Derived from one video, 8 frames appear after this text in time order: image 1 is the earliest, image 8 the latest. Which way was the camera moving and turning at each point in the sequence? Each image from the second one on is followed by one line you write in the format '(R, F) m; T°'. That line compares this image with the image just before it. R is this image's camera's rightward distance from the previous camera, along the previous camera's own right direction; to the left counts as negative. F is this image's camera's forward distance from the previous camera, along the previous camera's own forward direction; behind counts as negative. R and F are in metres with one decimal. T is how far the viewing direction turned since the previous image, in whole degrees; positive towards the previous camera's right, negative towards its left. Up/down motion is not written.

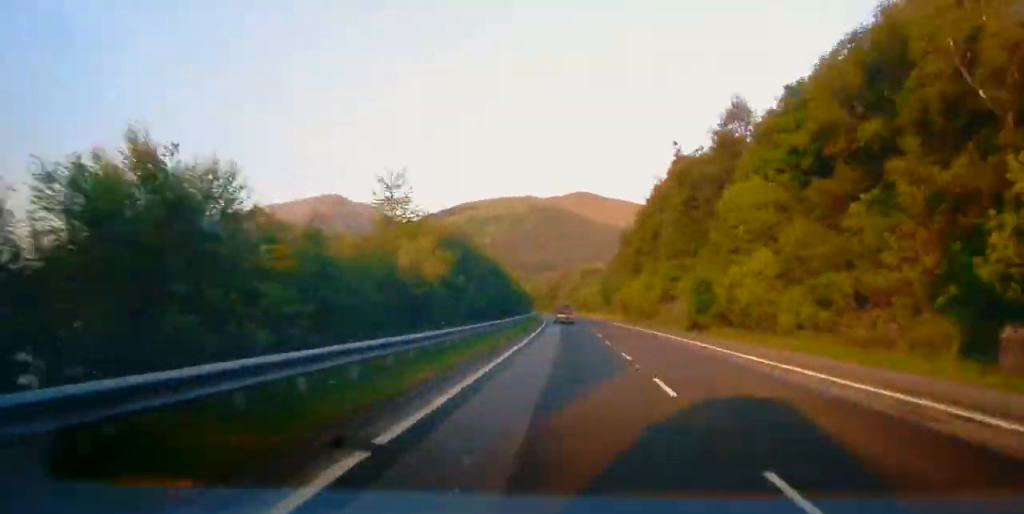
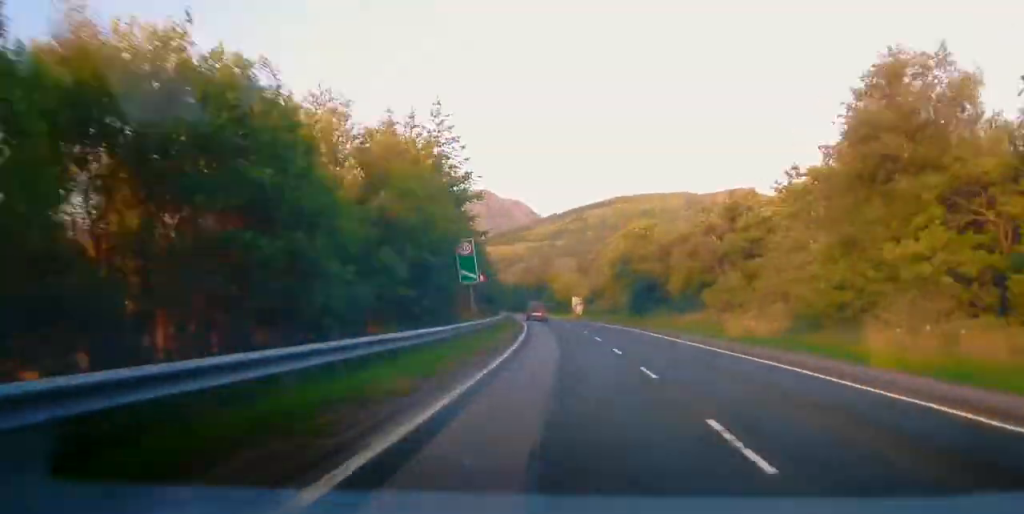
(-21.3, +215.8) m; -12°
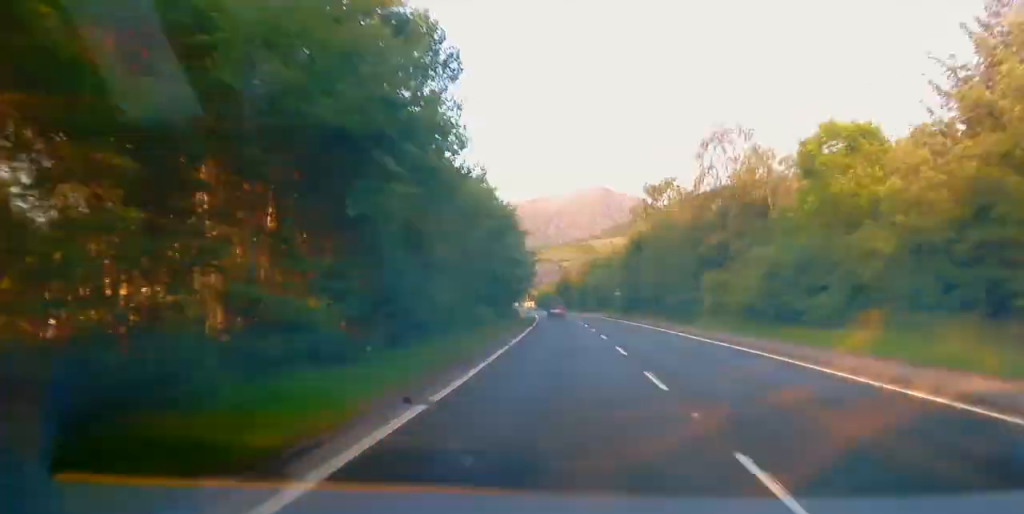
(-9.3, +130.1) m; -6°
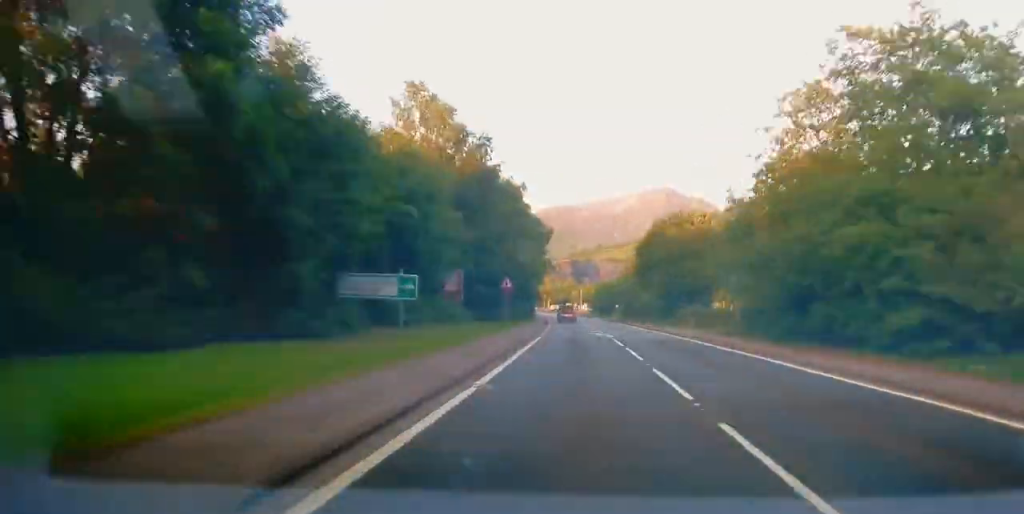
(-5.1, +116.6) m; -4°
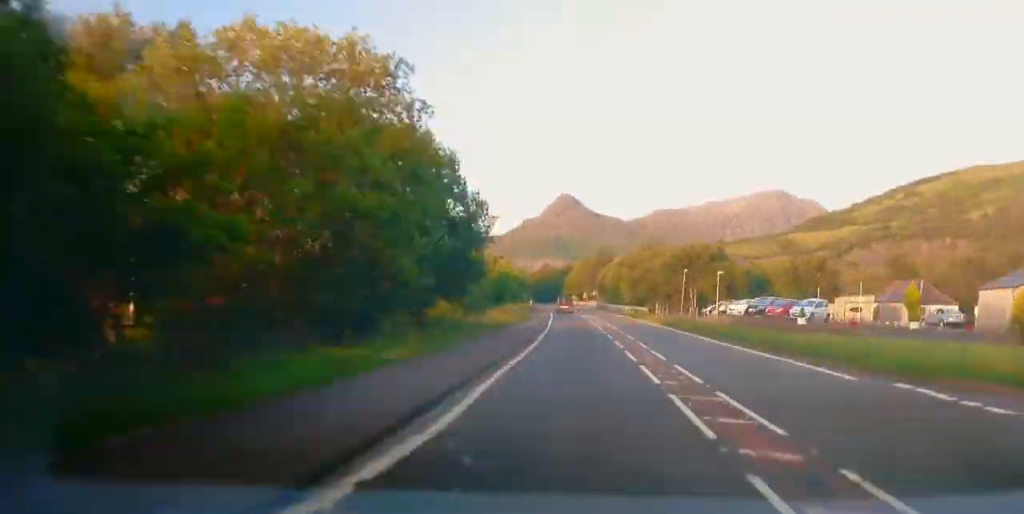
(-15.8, +246.3) m; -8°
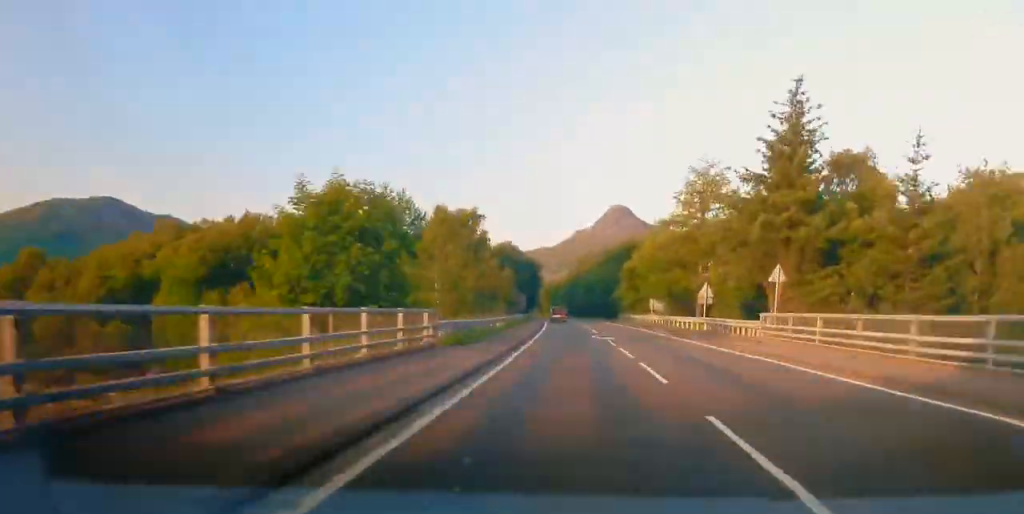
(-5.4, +130.6) m; -2°
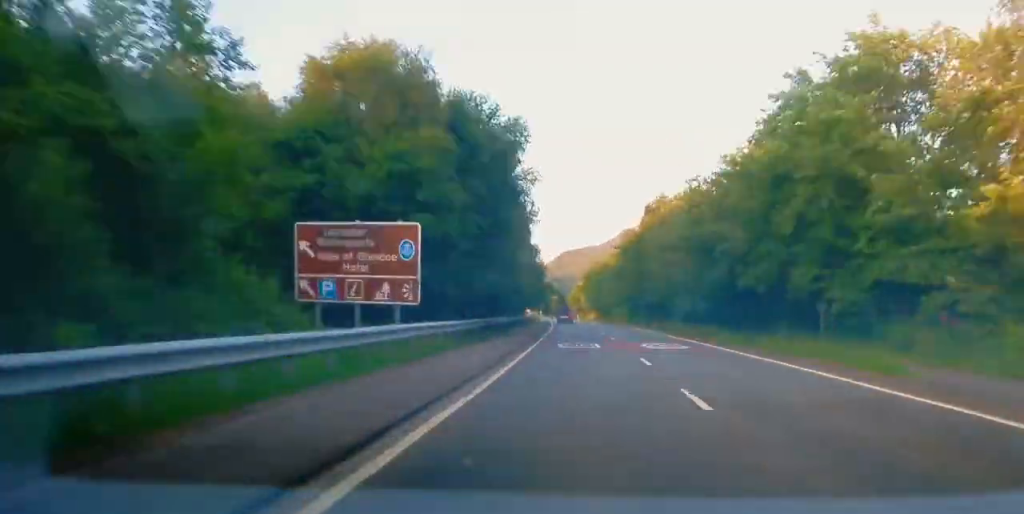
(-1.5, +93.0) m; -1°
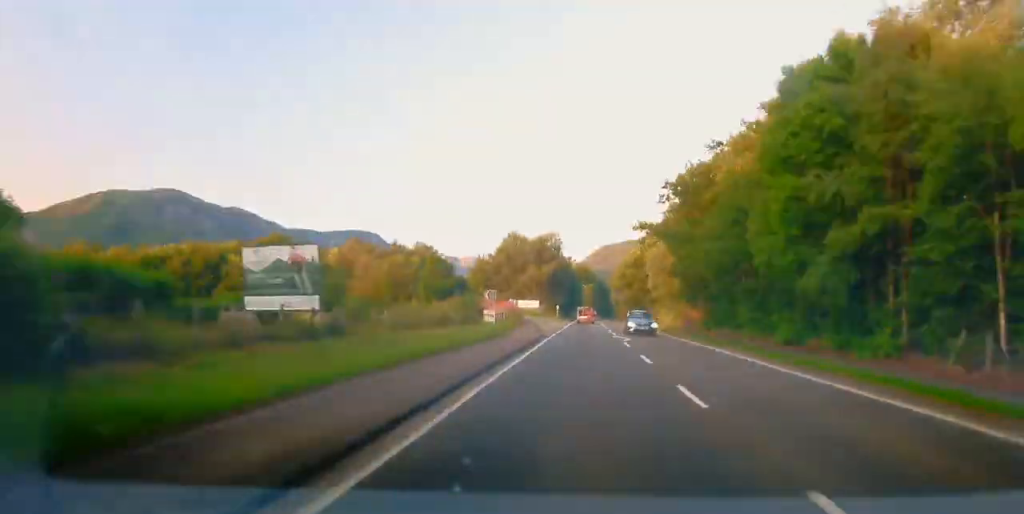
(+0.9, +115.2) m; -2°
